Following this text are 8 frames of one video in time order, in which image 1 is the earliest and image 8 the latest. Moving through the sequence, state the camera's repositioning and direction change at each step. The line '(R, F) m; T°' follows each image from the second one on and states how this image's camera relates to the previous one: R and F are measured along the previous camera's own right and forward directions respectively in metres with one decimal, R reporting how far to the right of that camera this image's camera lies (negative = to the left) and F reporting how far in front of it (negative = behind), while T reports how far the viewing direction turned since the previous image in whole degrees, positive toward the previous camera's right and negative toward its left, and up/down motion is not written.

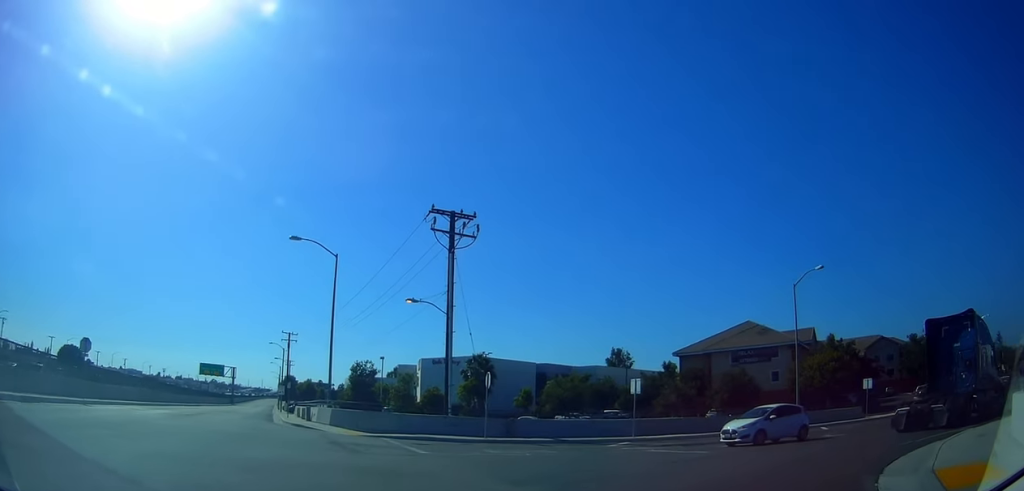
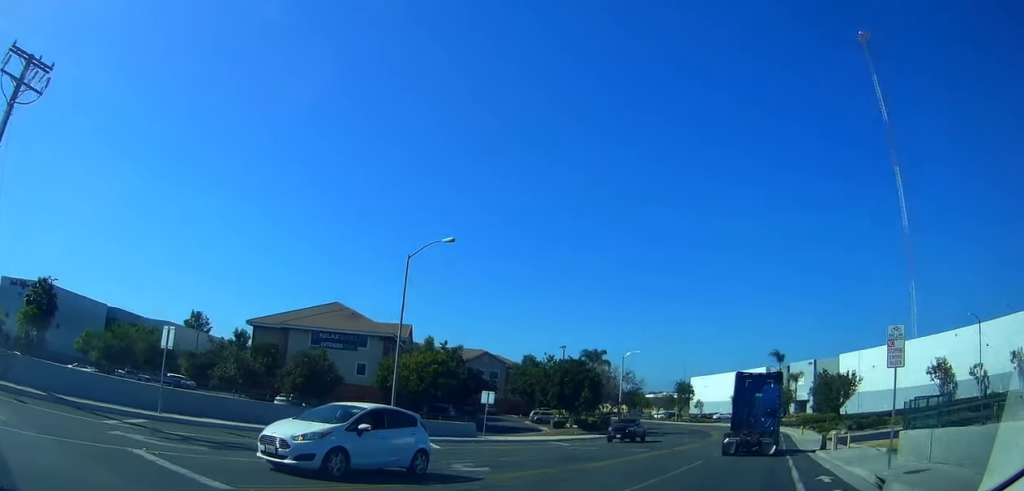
(+2.7, +9.6) m; +40°
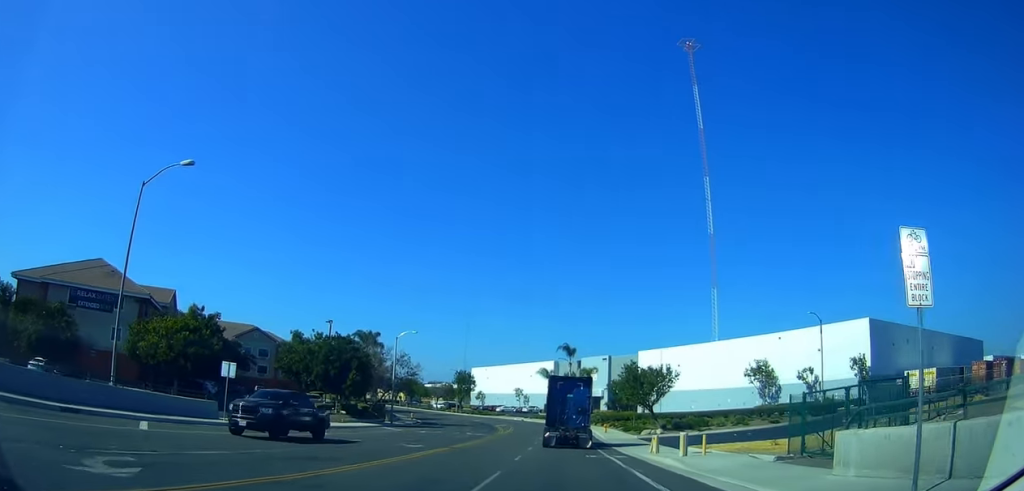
(+1.8, +6.5) m; +30°
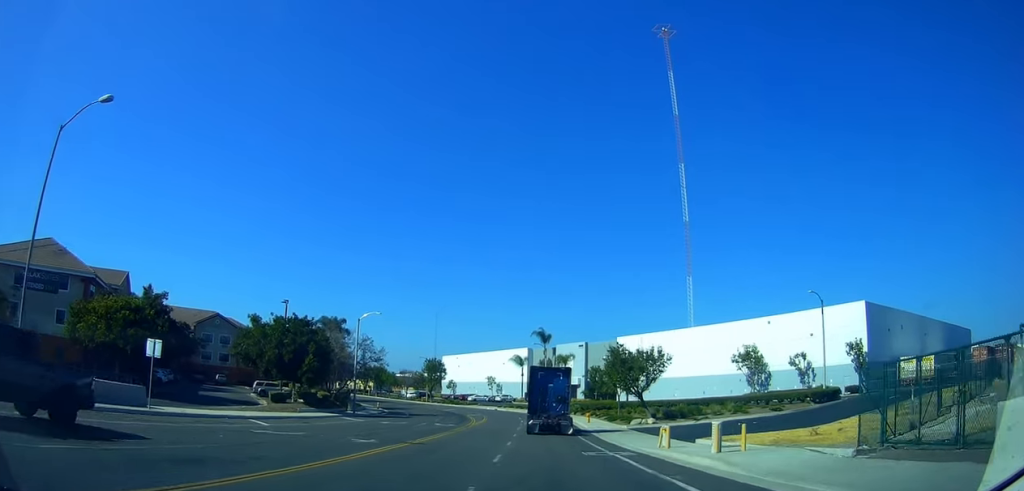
(+0.6, +4.0) m; +12°
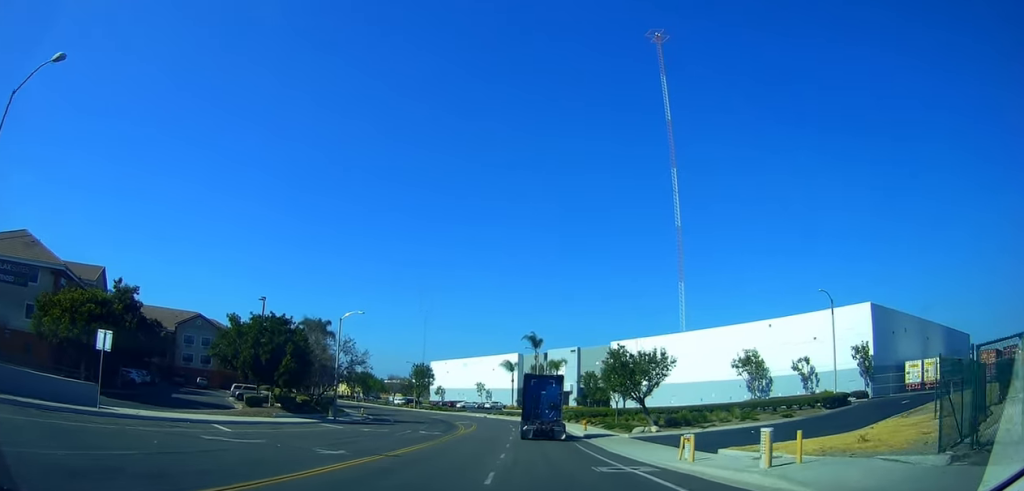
(+0.2, +2.7) m; +4°
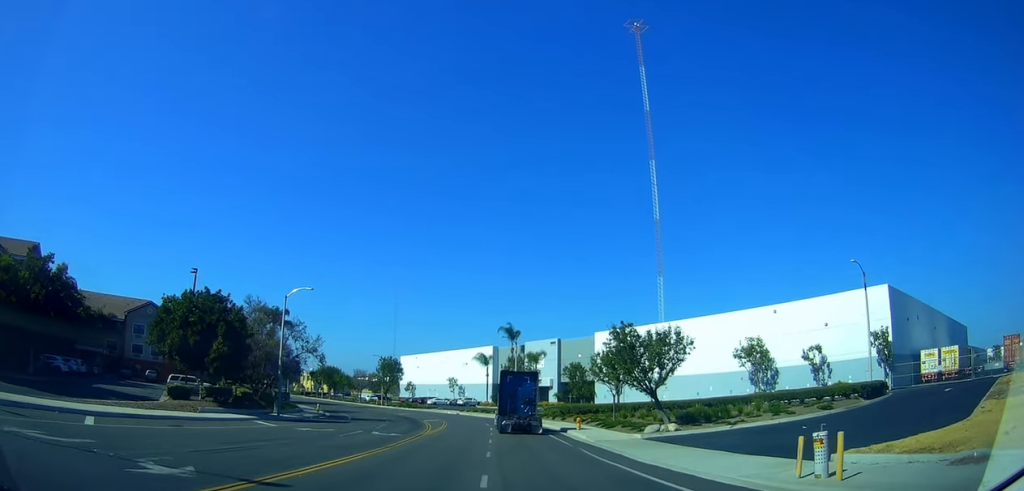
(+0.5, +6.7) m; +1°
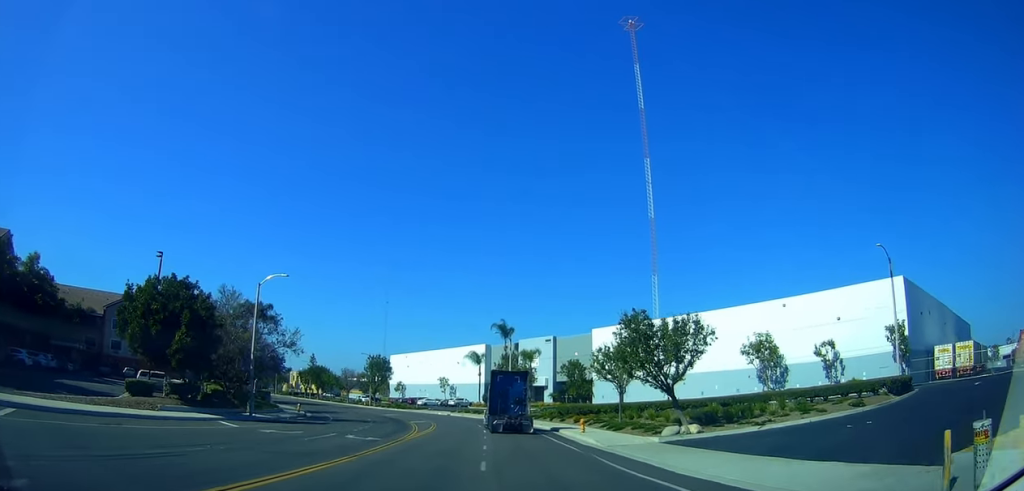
(0.0, +3.4) m; -2°
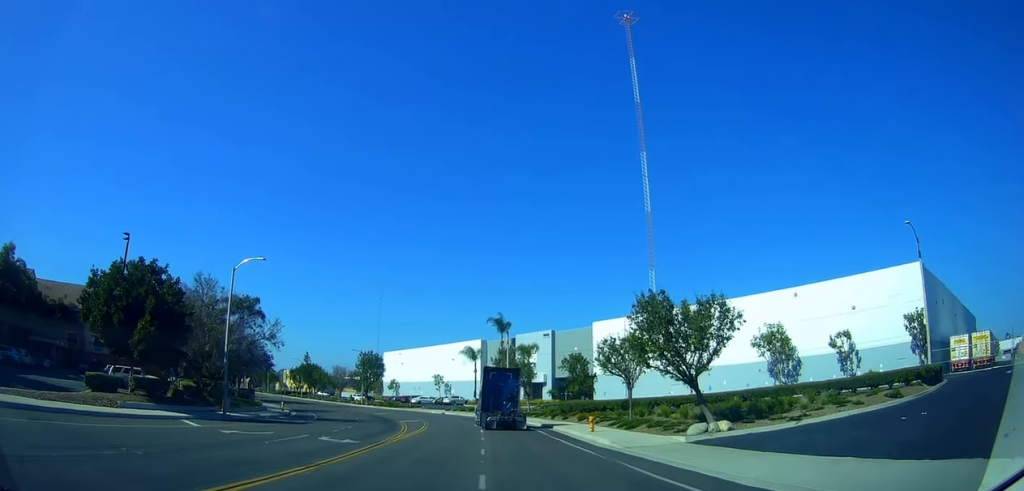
(-0.3, +3.2) m; -2°
